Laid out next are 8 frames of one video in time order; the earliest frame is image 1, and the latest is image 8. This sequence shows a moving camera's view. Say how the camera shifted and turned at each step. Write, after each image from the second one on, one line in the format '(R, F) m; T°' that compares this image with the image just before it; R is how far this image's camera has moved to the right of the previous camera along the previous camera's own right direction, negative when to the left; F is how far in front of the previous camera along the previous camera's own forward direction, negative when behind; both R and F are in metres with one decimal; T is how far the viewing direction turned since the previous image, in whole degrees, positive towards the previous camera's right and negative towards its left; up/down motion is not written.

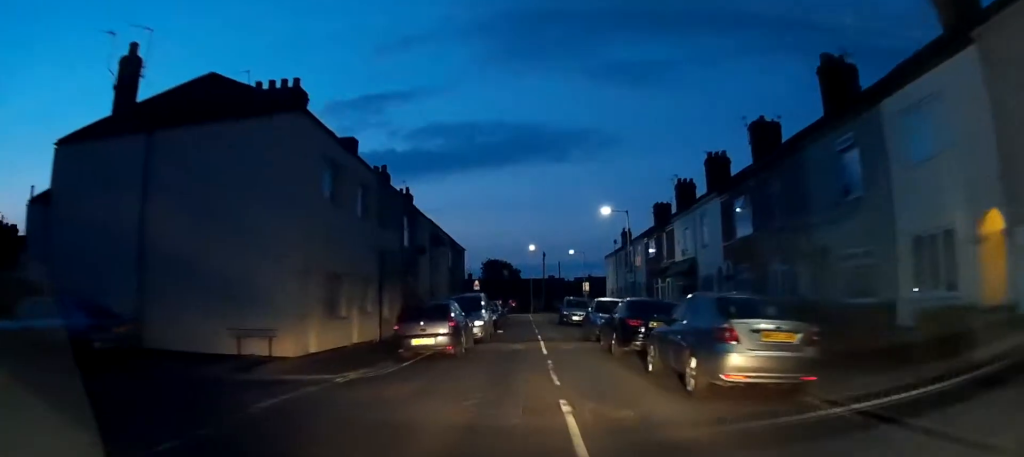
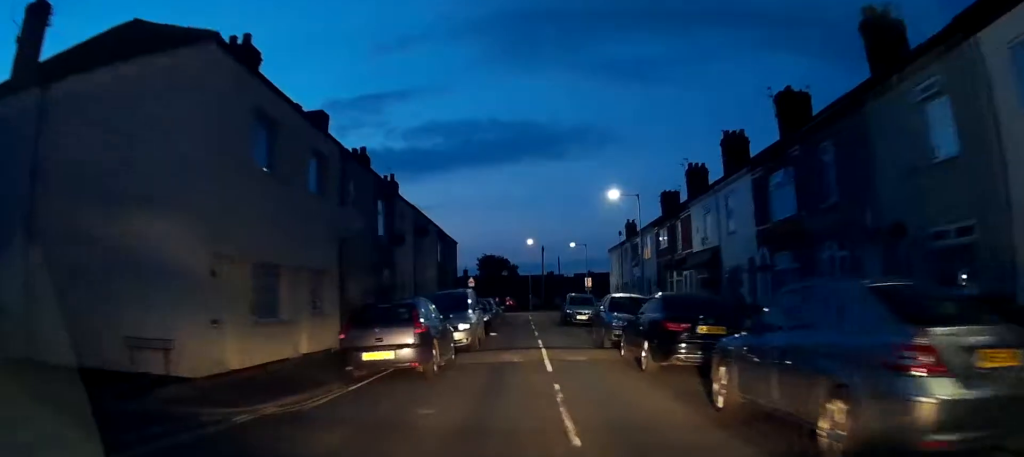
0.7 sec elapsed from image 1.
(0.0, +4.3) m; 0°
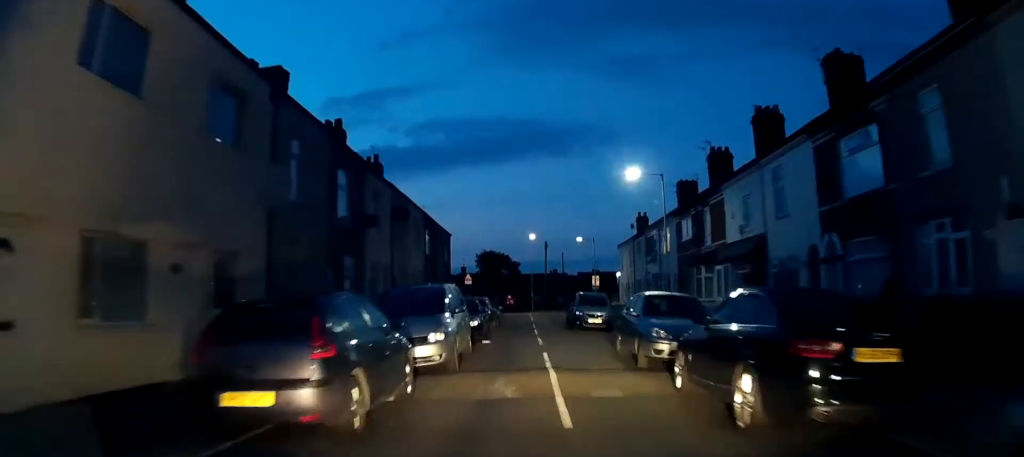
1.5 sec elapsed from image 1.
(+0.1, +5.3) m; 0°
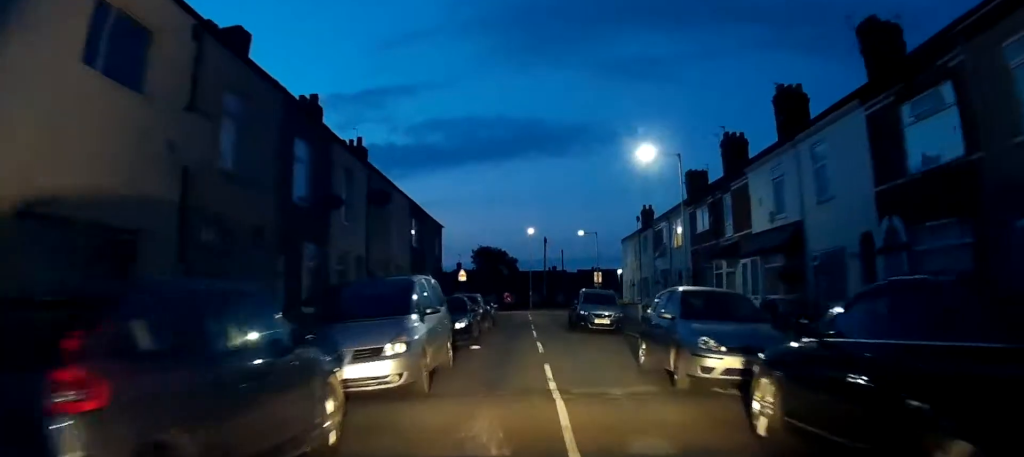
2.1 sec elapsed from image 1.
(0.0, +3.5) m; -1°
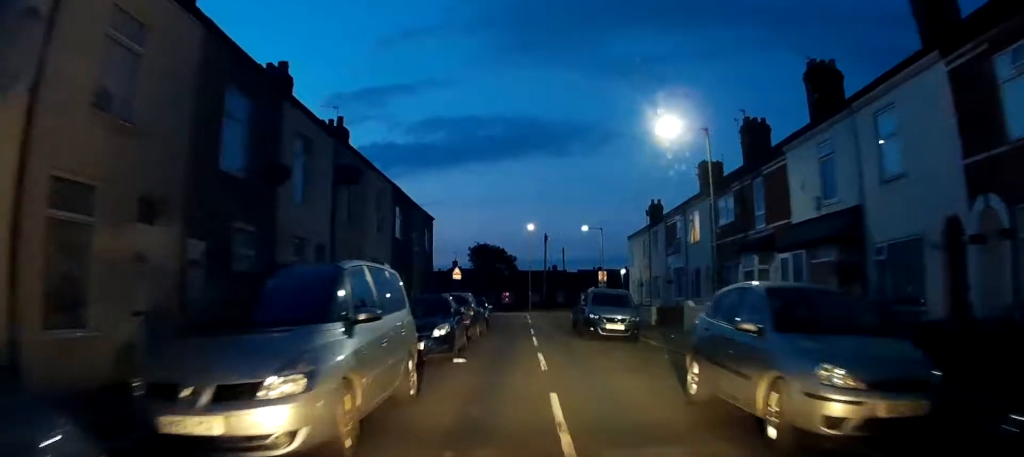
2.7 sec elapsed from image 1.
(0.0, +3.9) m; -1°
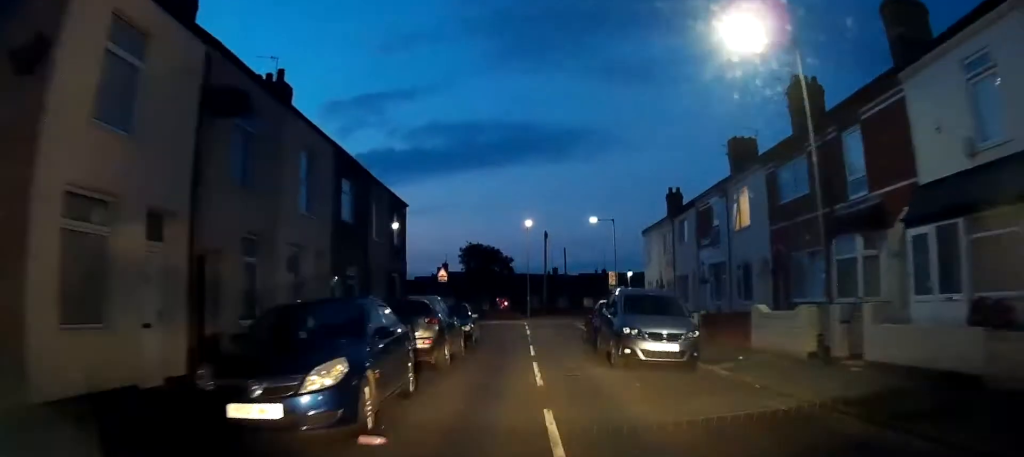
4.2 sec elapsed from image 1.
(-0.1, +7.9) m; -1°
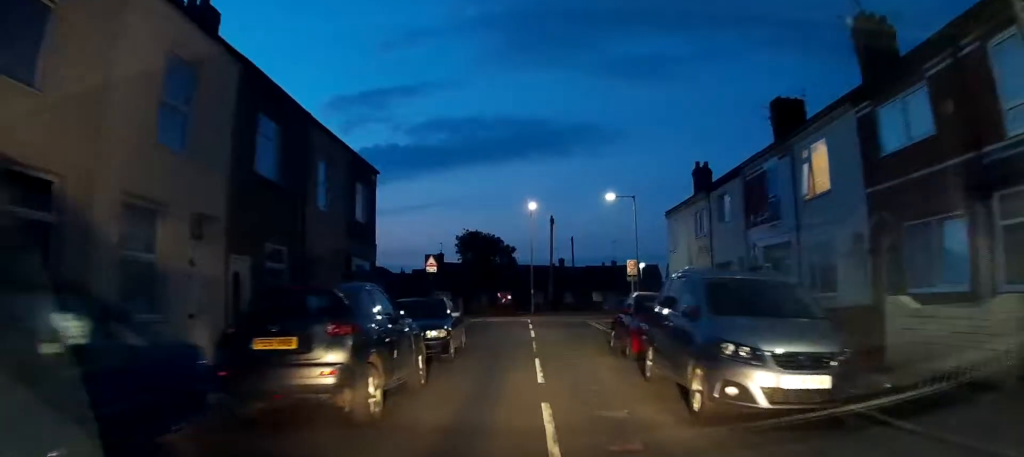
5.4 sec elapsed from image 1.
(0.0, +6.8) m; 0°
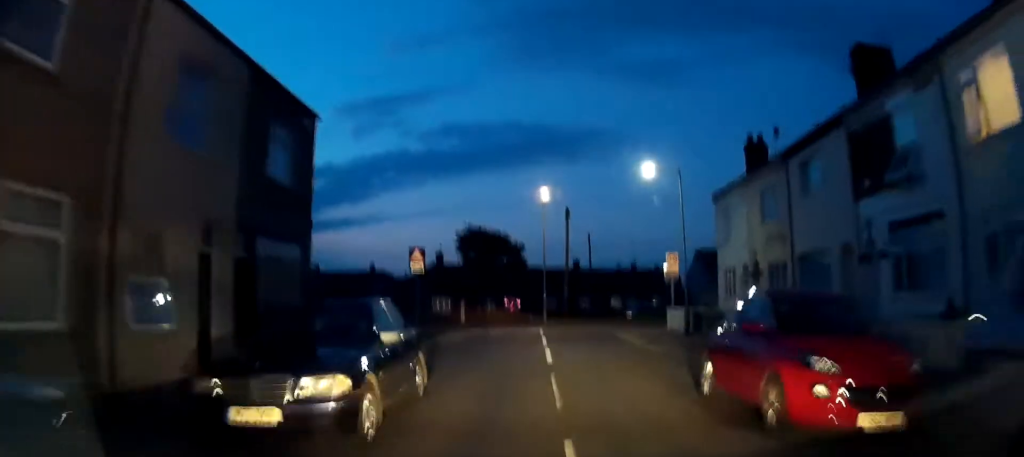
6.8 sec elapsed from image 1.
(+0.1, +8.0) m; 0°
